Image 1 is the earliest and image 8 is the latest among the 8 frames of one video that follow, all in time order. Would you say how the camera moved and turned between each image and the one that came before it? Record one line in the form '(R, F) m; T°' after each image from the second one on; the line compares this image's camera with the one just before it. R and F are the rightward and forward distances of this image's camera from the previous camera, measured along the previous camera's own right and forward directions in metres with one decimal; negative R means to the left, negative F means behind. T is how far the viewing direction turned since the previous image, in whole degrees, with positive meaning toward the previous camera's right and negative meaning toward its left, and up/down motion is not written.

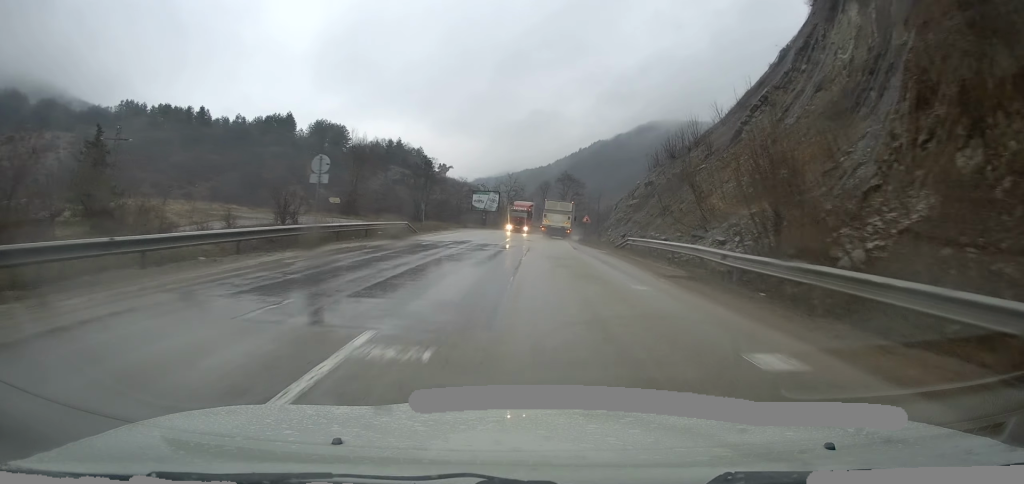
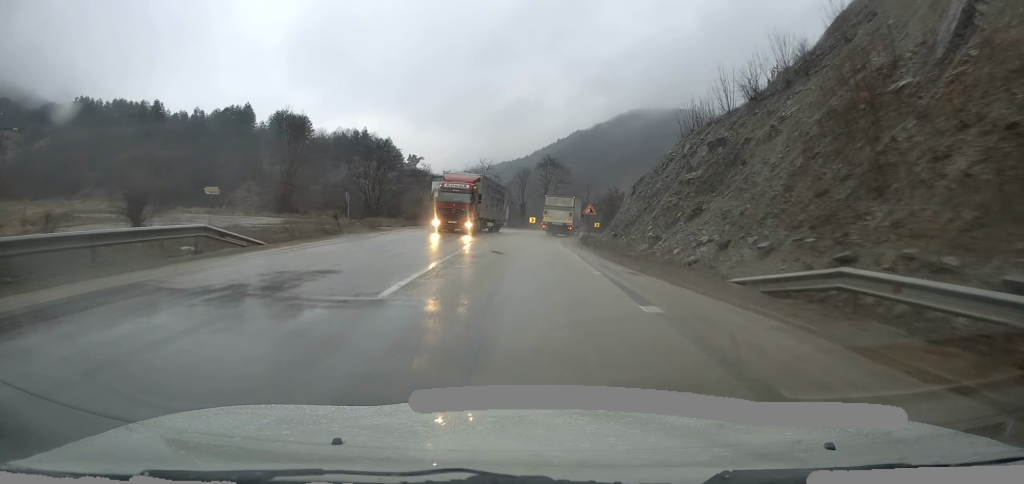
(0.0, +20.4) m; +1°
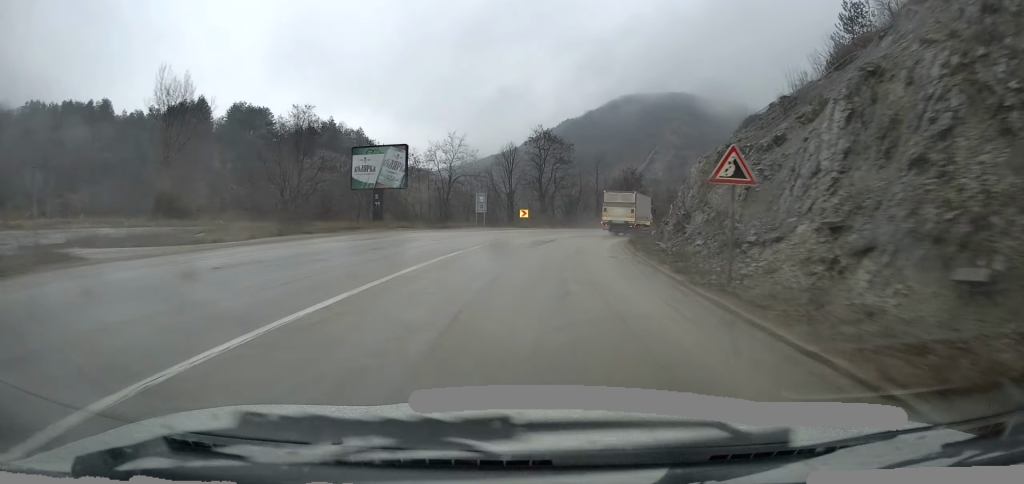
(+0.4, +28.9) m; +2°
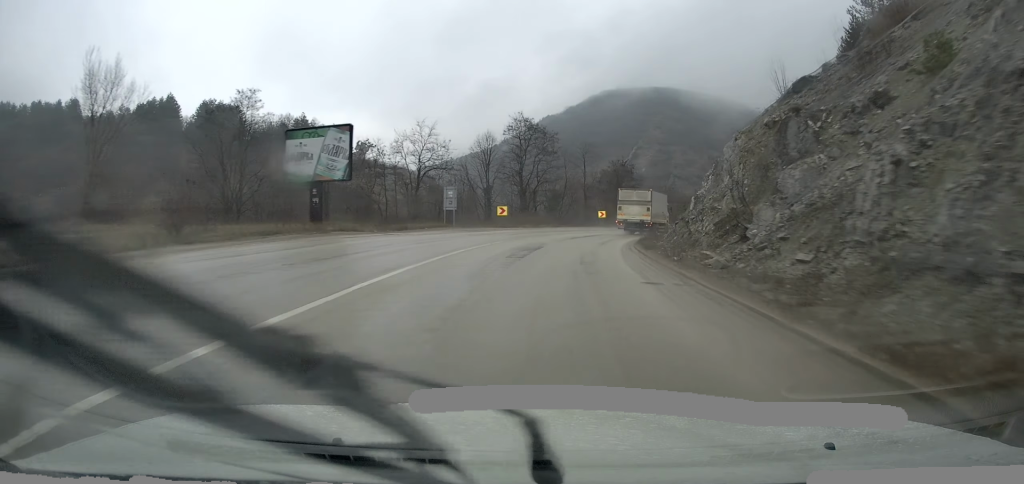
(-0.2, +8.8) m; +1°
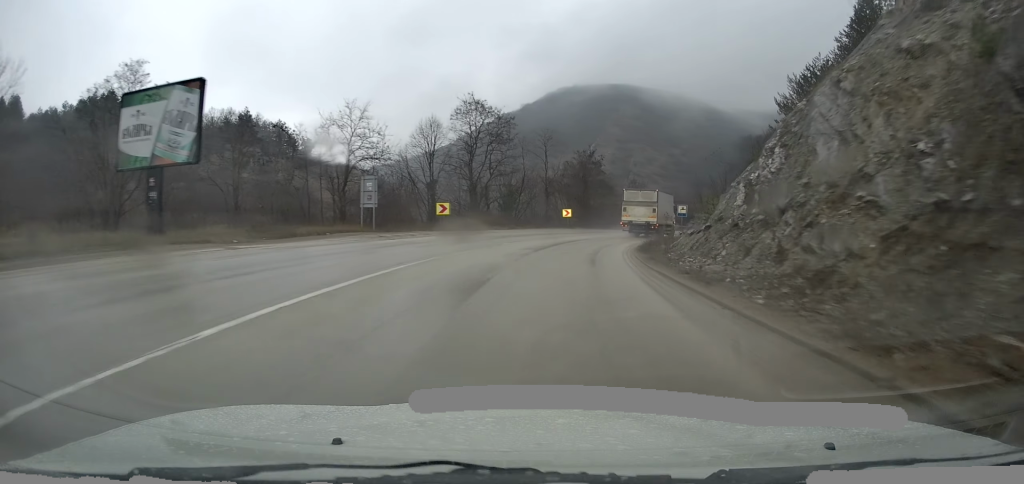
(+0.5, +11.7) m; +2°
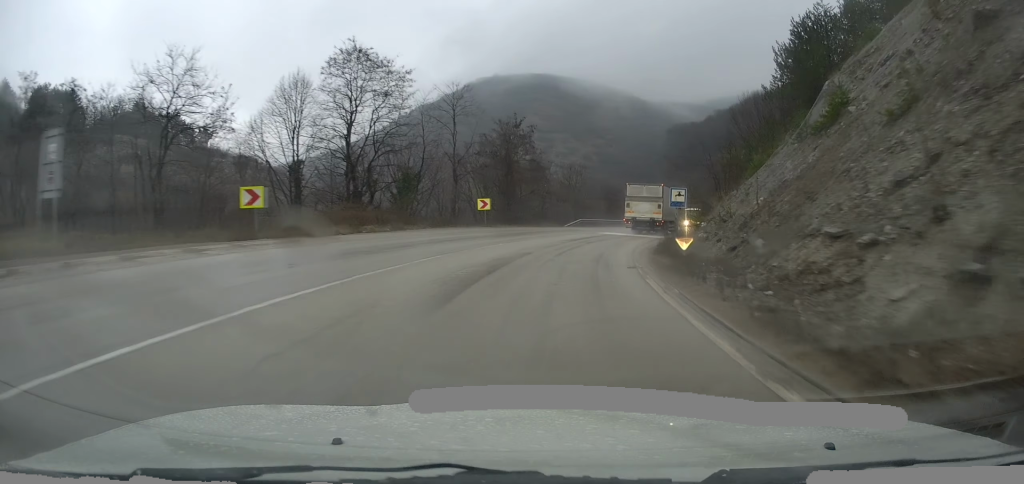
(+0.3, +19.0) m; +4°
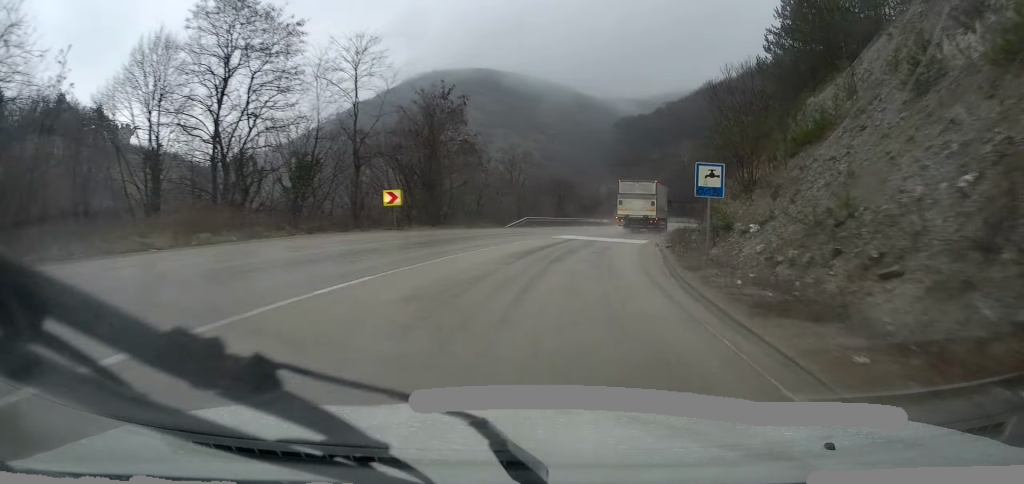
(+0.6, +12.3) m; +6°
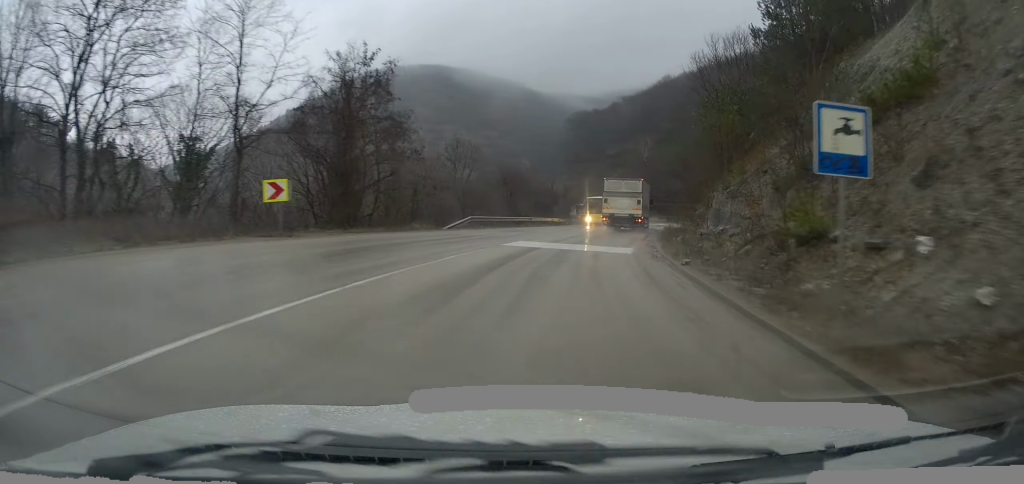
(+0.2, +8.9) m; +4°
